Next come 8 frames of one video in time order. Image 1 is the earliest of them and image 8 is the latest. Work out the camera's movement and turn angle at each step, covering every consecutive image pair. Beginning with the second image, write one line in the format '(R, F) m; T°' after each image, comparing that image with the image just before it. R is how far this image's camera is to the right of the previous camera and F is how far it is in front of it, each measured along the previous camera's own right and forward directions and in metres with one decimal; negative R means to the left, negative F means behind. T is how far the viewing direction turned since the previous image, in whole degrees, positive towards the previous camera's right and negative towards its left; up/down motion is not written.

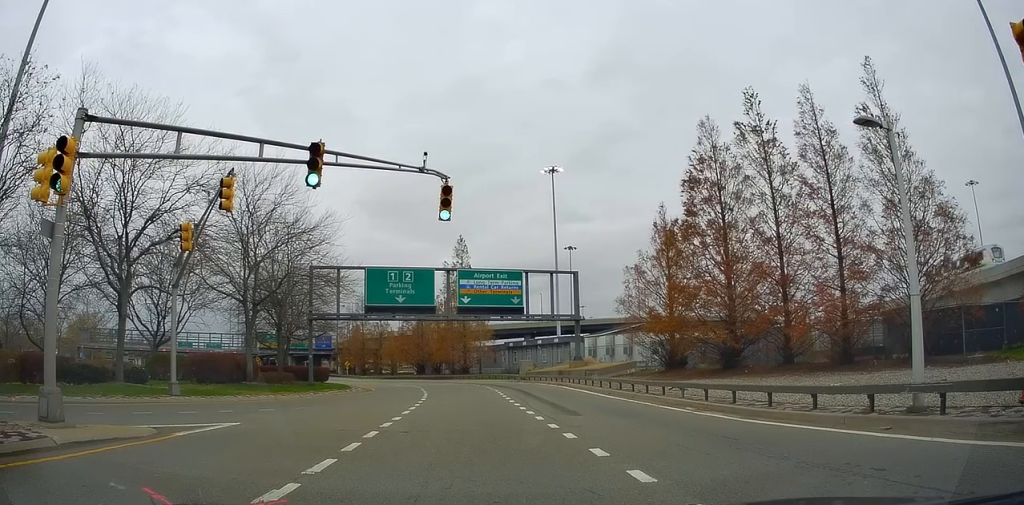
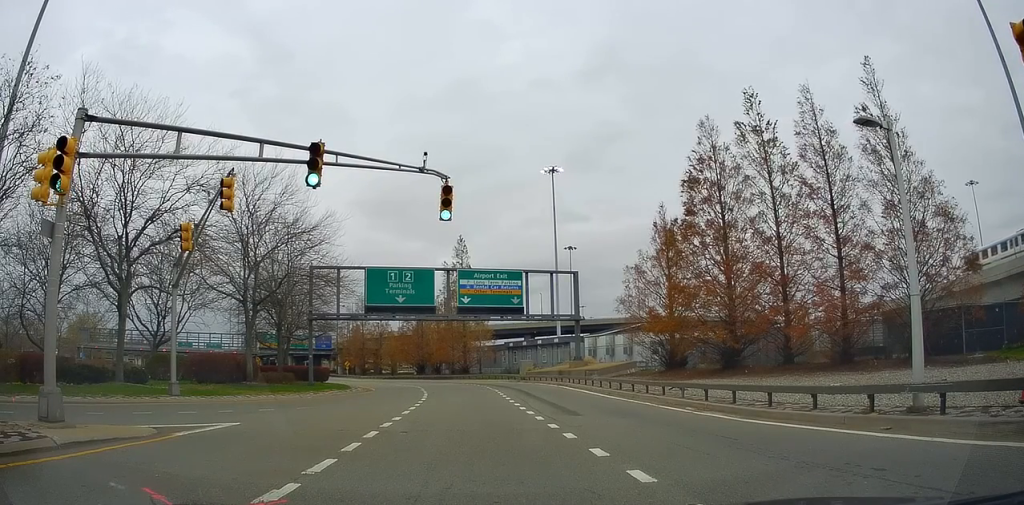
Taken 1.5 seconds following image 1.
(0.0, 0.0) m; 0°
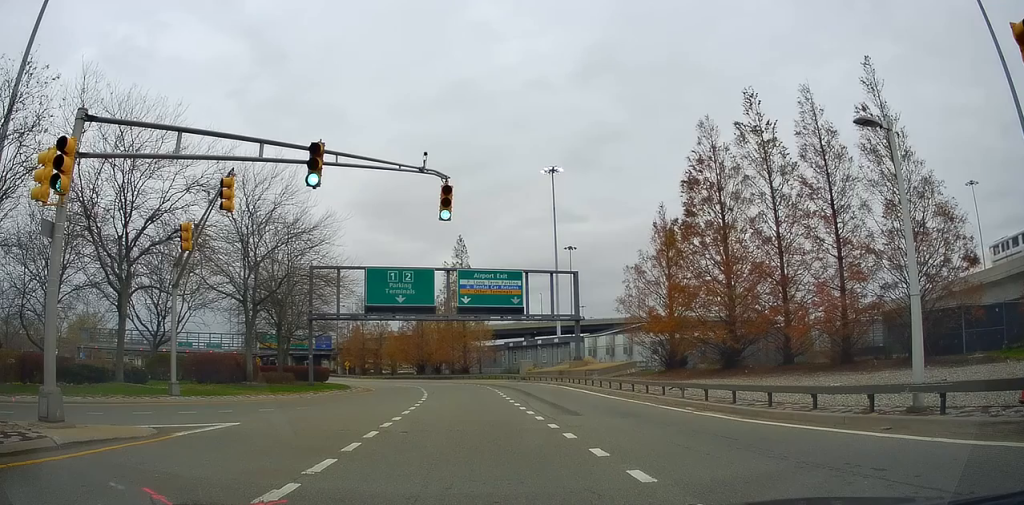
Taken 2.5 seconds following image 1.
(0.0, 0.0) m; 0°
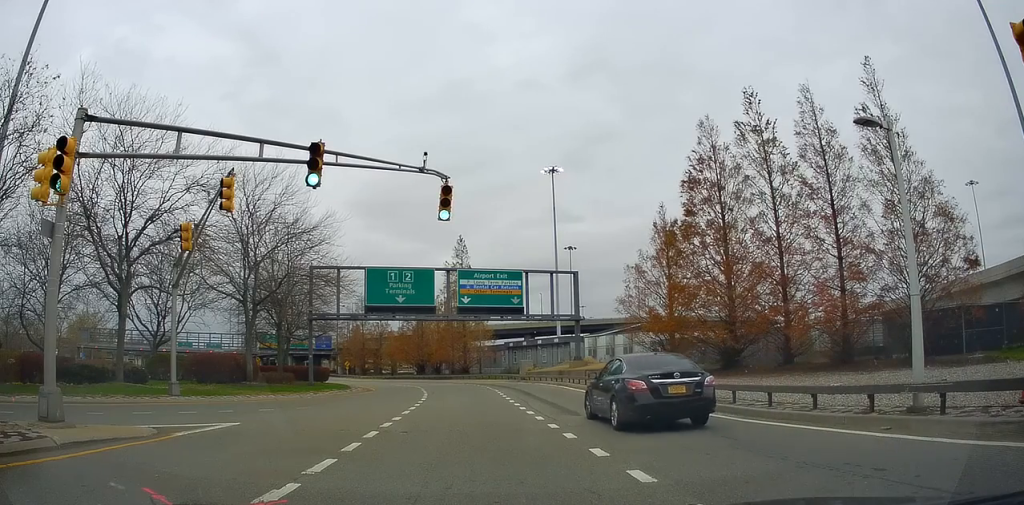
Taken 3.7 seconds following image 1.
(0.0, 0.0) m; 0°
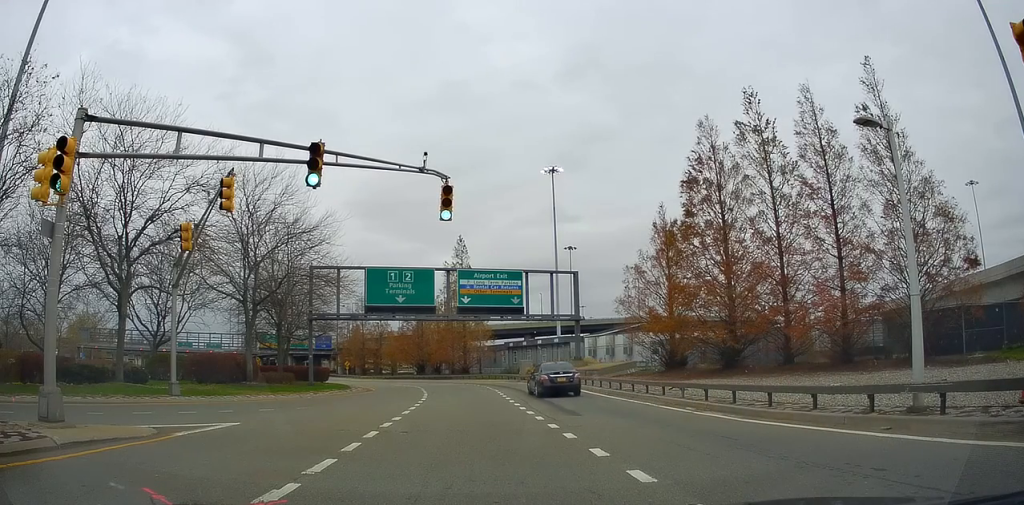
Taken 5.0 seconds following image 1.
(0.0, 0.0) m; 0°
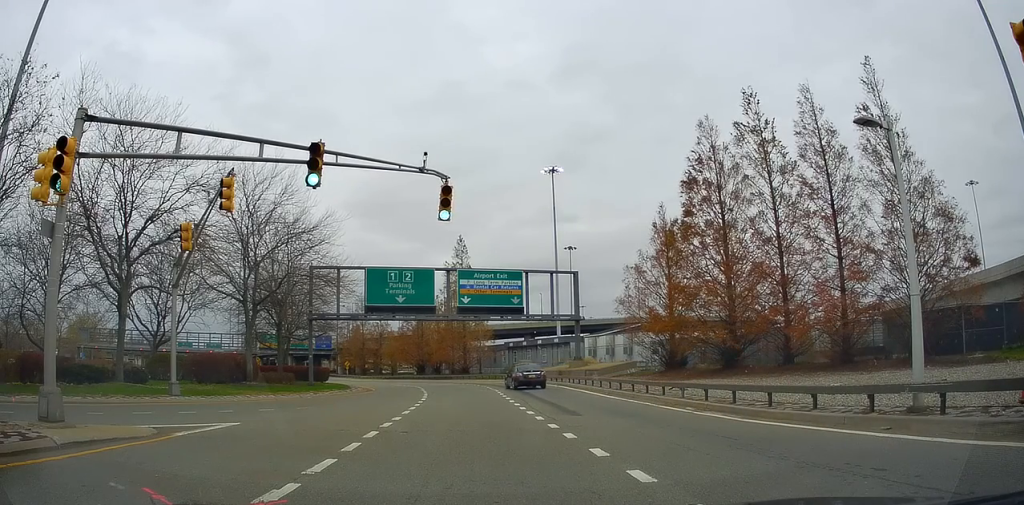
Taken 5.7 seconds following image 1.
(0.0, 0.0) m; 0°
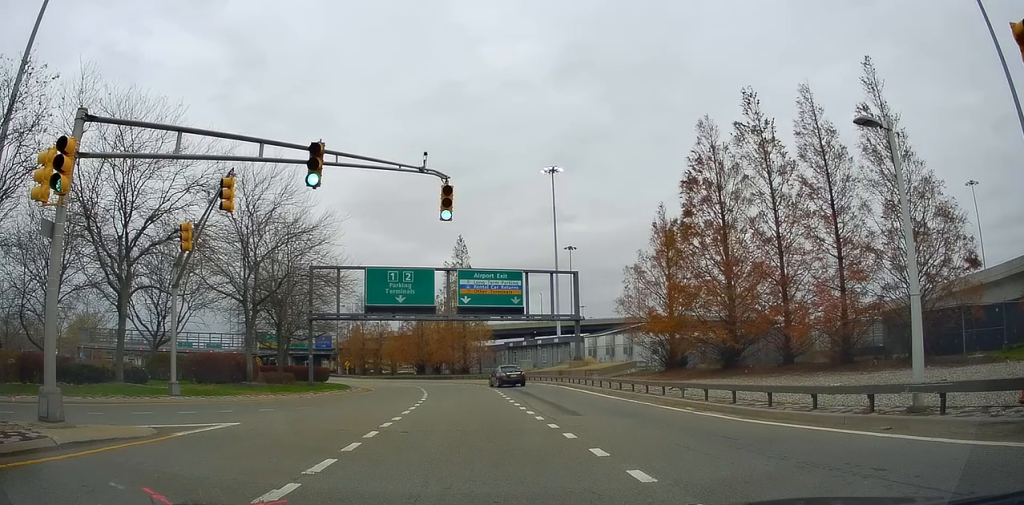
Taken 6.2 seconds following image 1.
(0.0, 0.0) m; 0°
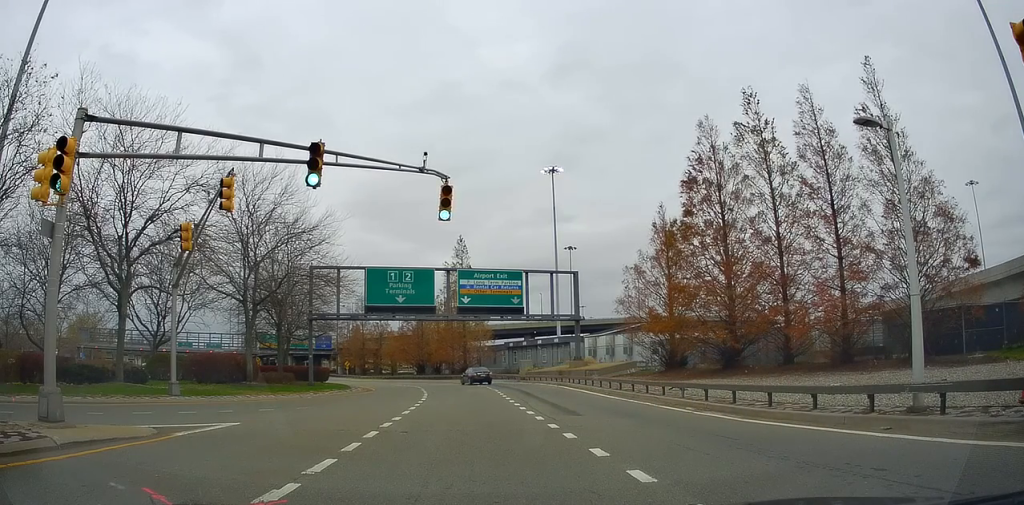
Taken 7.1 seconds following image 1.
(0.0, 0.0) m; 0°
